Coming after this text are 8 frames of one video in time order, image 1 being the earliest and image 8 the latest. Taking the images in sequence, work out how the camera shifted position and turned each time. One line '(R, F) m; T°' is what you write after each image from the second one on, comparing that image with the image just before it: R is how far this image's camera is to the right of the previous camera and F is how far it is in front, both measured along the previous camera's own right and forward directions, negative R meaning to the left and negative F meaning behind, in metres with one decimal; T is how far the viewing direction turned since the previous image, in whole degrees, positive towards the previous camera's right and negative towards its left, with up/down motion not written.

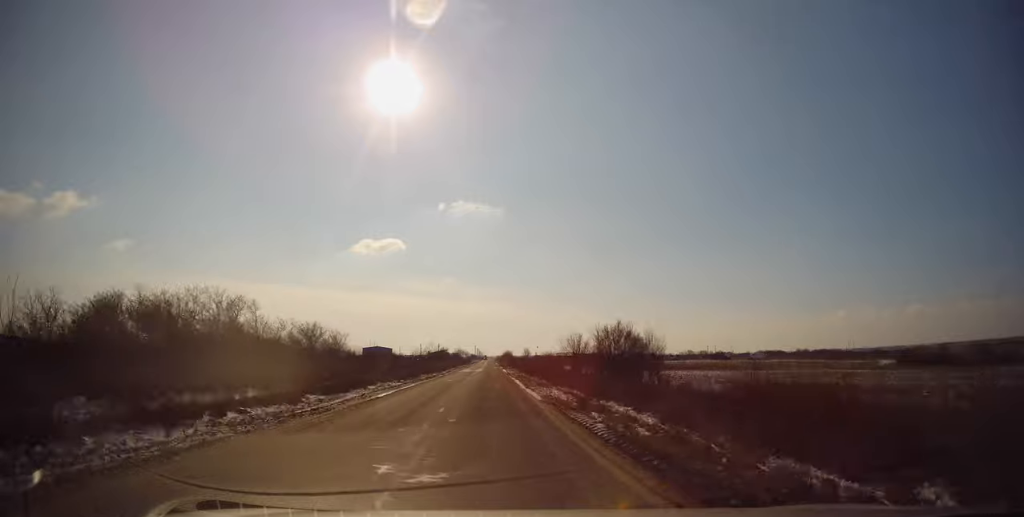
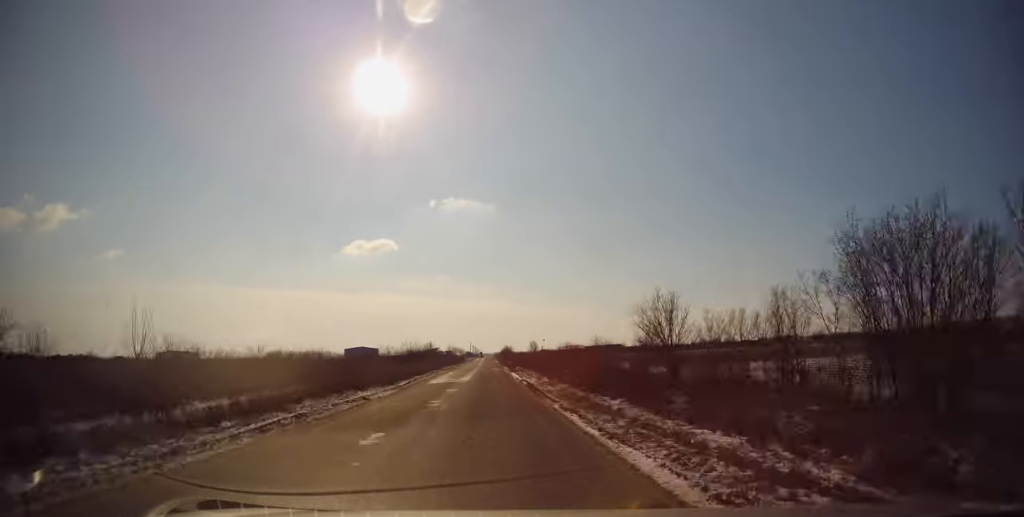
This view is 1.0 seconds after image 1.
(+0.3, +29.1) m; +1°
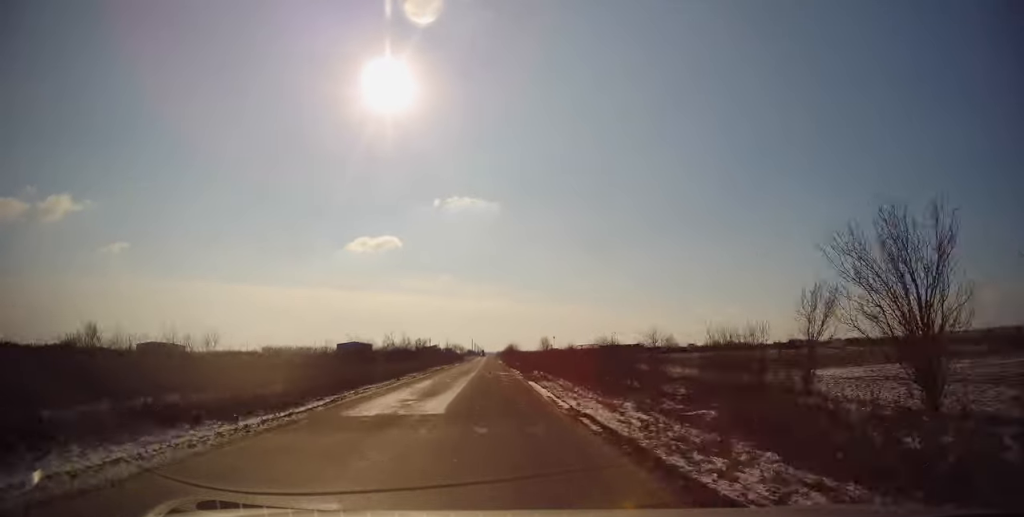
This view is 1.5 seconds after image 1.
(+0.2, +17.0) m; 0°
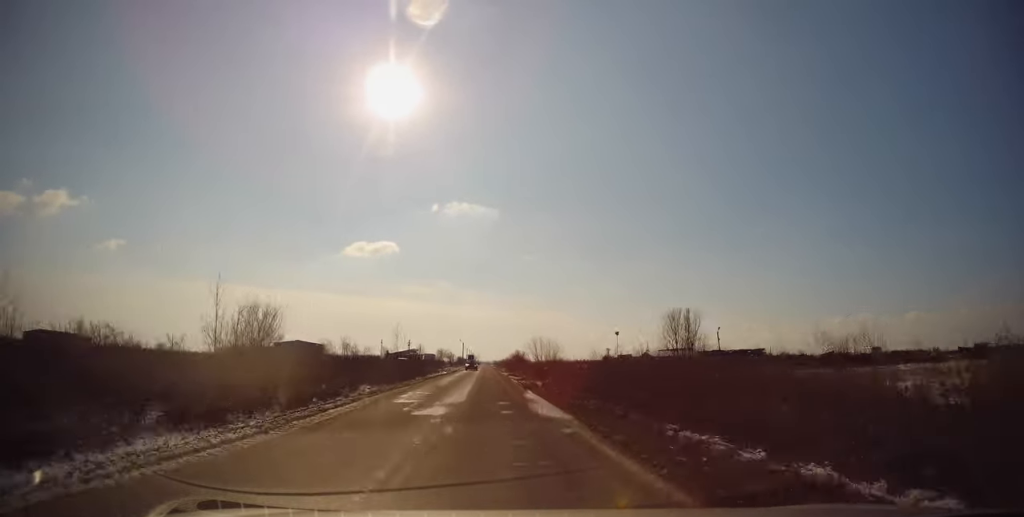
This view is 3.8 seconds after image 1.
(+0.1, +66.6) m; +1°
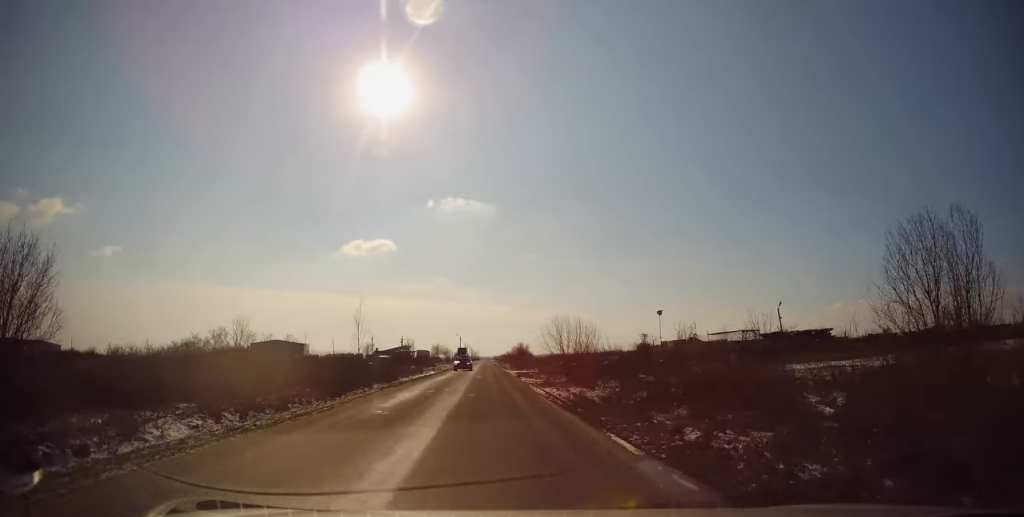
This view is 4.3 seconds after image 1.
(0.0, +16.9) m; -1°
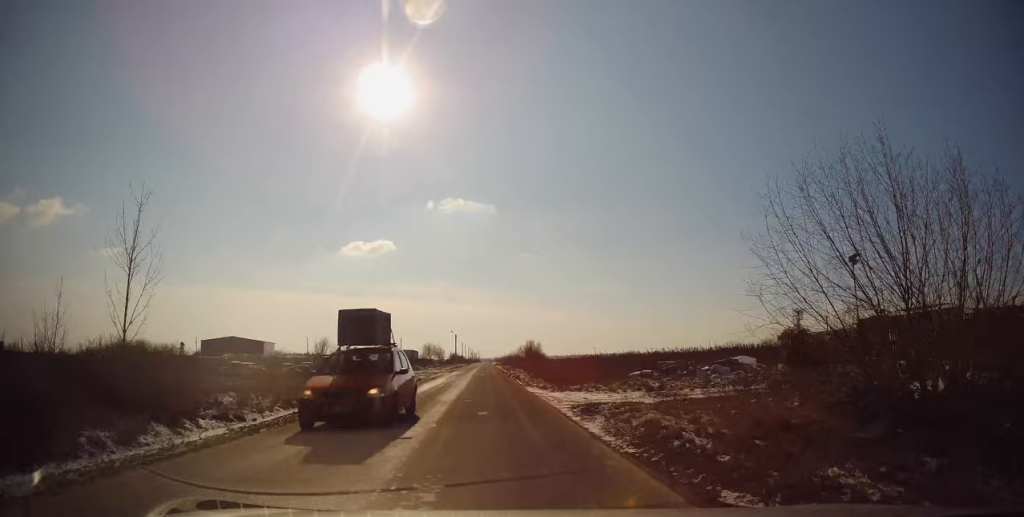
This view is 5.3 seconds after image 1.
(-0.3, +28.0) m; 0°
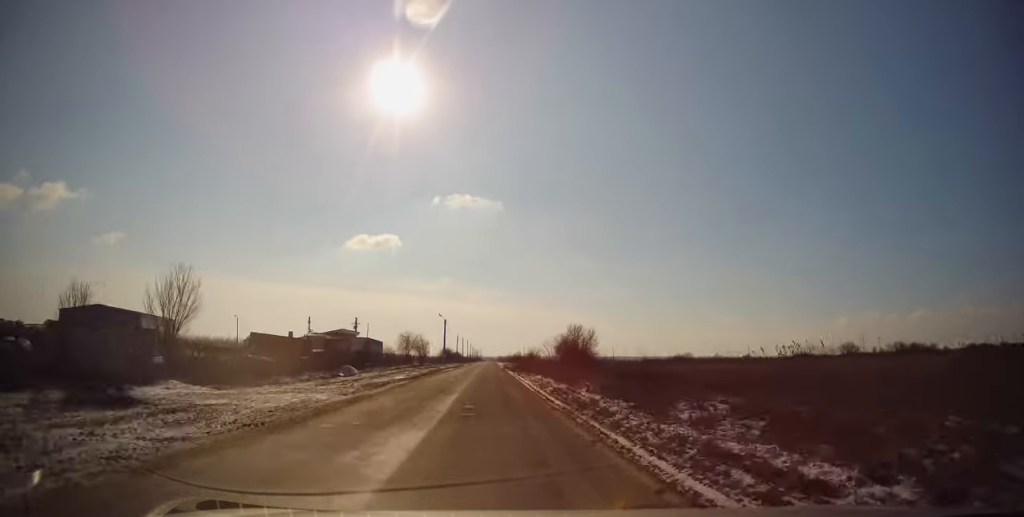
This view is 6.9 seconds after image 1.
(+0.3, +48.2) m; +1°
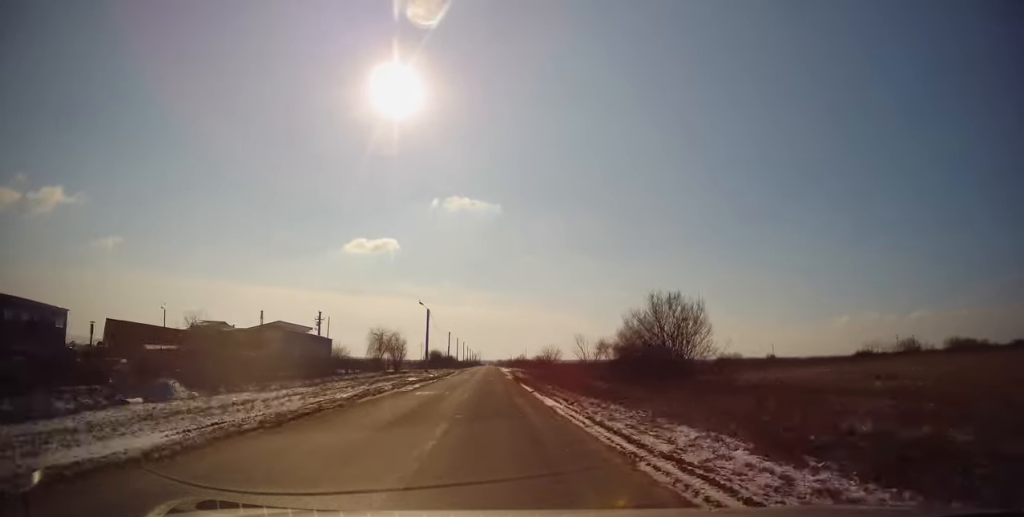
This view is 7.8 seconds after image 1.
(-0.2, +27.3) m; 0°
